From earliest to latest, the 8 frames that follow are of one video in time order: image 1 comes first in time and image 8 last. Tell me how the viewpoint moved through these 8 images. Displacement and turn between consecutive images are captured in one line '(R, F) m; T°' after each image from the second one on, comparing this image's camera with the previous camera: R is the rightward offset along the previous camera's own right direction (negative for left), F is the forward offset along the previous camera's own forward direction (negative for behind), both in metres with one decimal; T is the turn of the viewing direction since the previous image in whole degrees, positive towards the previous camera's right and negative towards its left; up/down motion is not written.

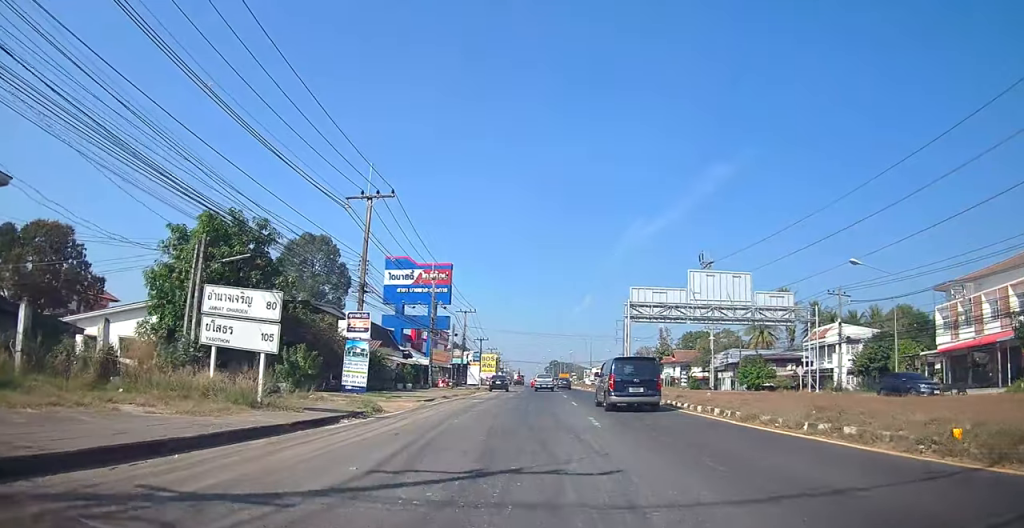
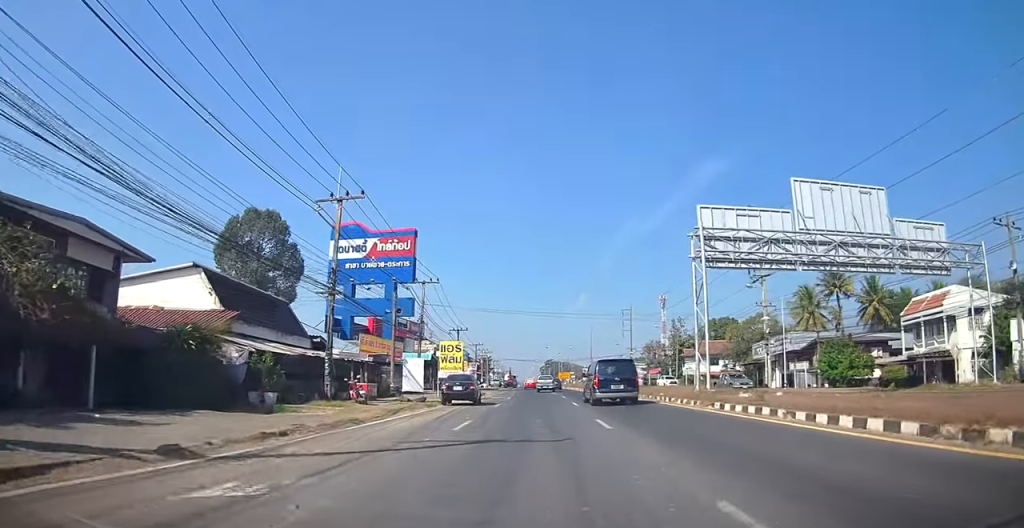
(0.0, +22.6) m; +1°
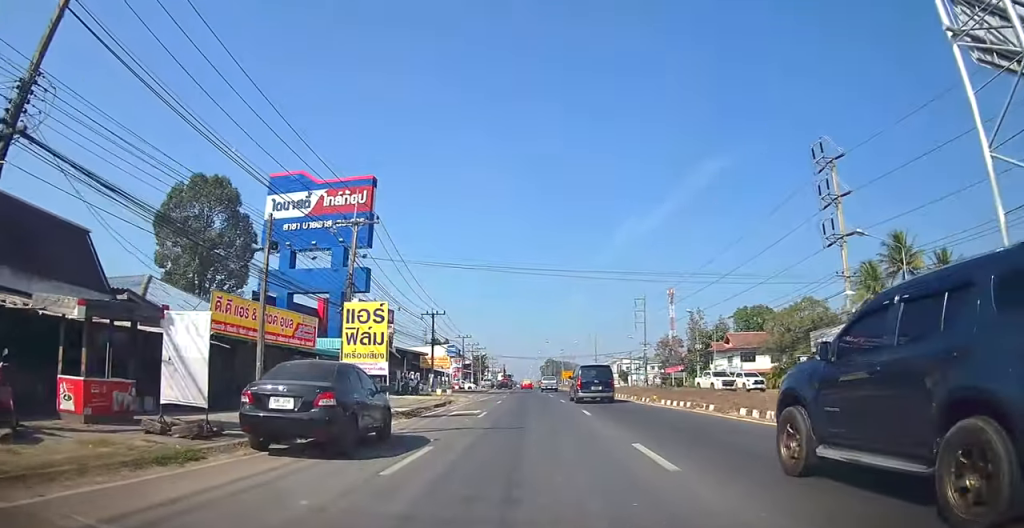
(+0.2, +19.0) m; +2°
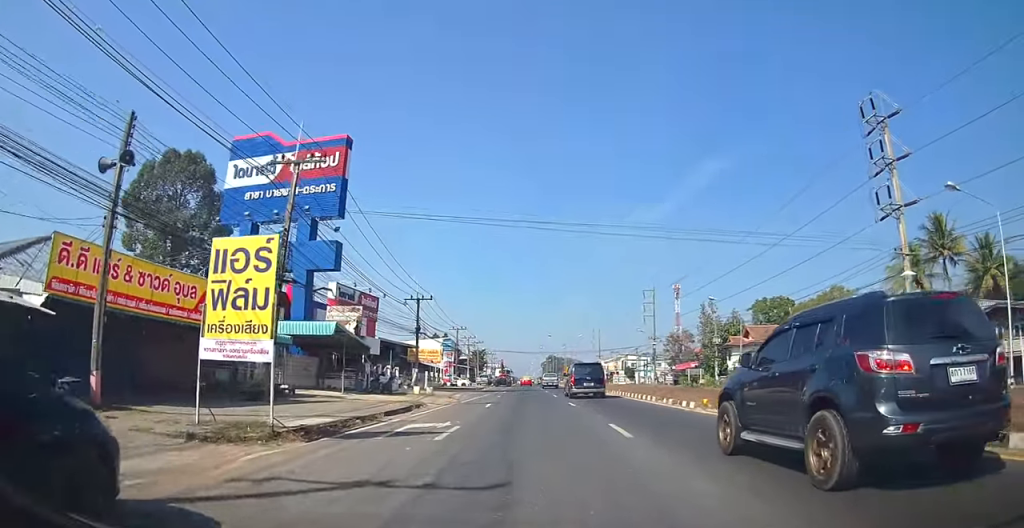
(+0.1, +8.5) m; 0°
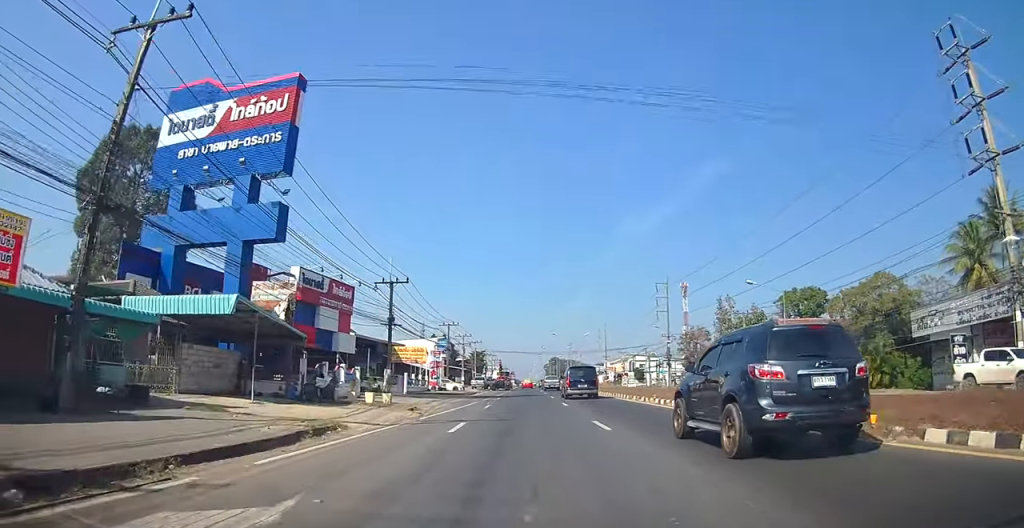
(0.0, +10.5) m; 0°
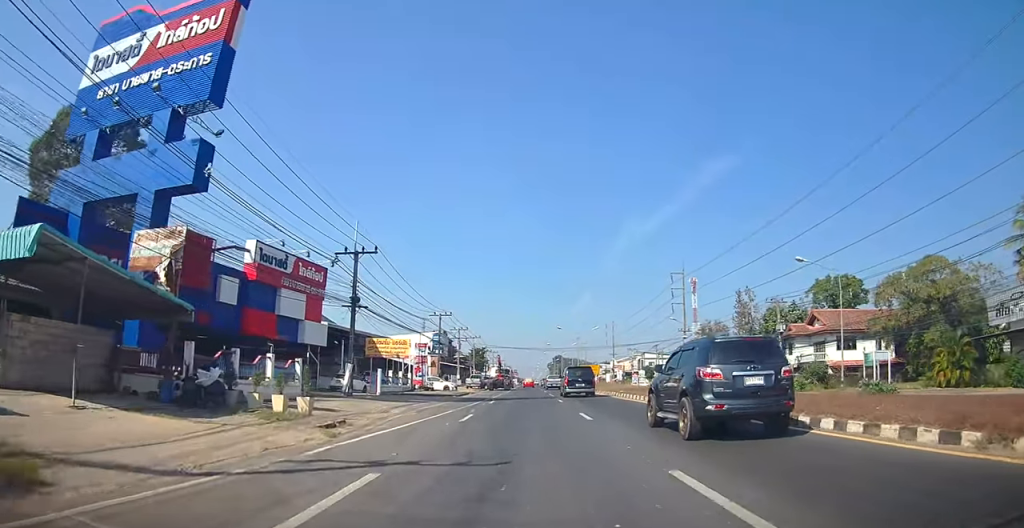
(-0.1, +9.2) m; 0°
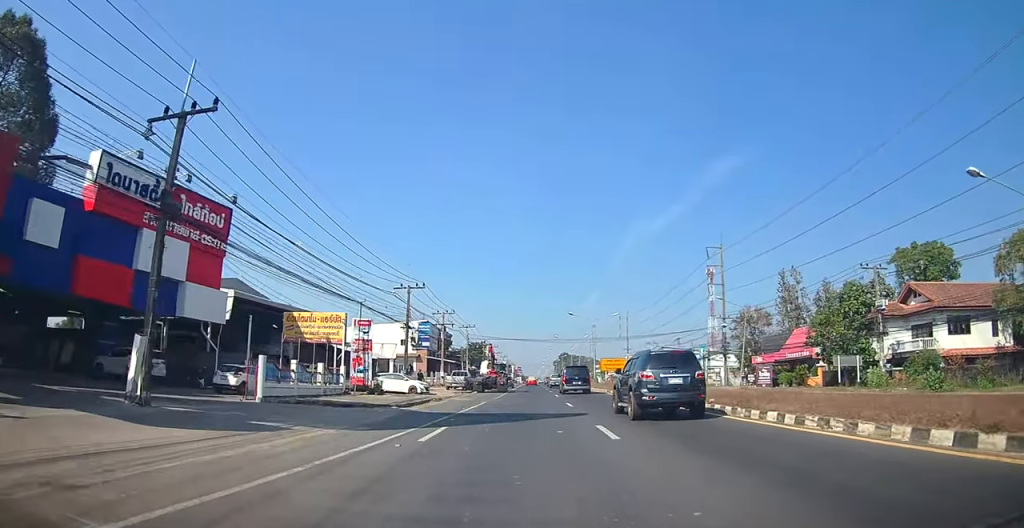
(0.0, +17.8) m; 0°
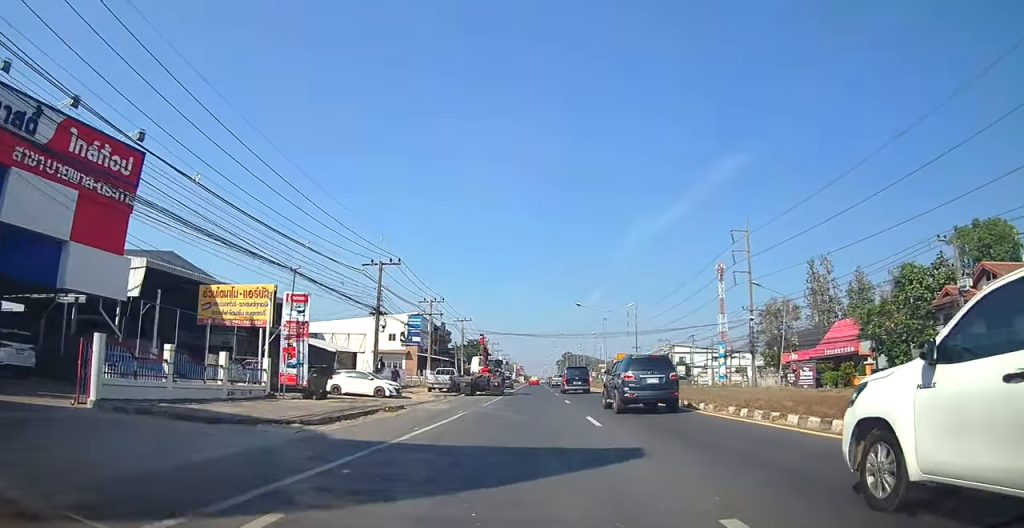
(-0.1, +9.1) m; 0°
